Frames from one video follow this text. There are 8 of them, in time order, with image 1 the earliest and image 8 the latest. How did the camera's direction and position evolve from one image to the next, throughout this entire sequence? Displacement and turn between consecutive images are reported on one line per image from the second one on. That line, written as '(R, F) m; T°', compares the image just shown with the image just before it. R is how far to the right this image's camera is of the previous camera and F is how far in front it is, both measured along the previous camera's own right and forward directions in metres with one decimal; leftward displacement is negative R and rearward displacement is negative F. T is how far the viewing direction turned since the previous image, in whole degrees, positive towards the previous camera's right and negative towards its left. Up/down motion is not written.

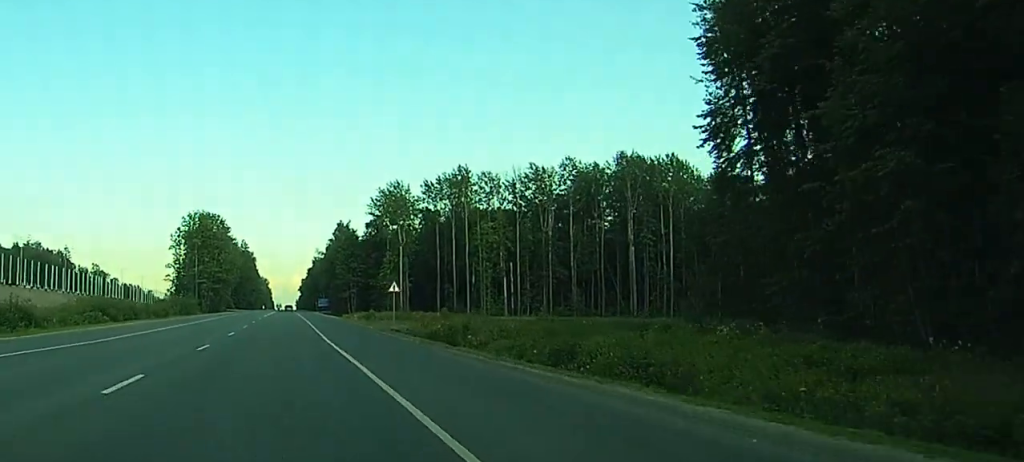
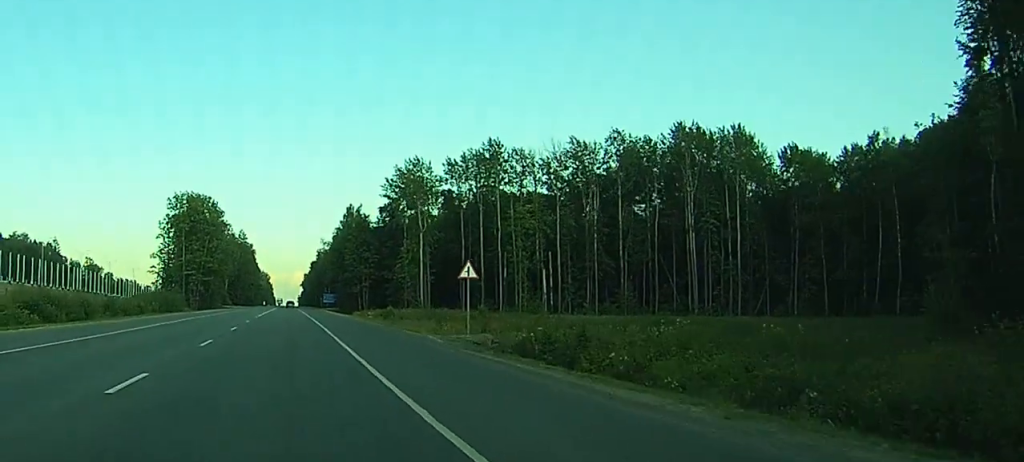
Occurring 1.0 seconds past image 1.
(-0.1, +24.8) m; 0°
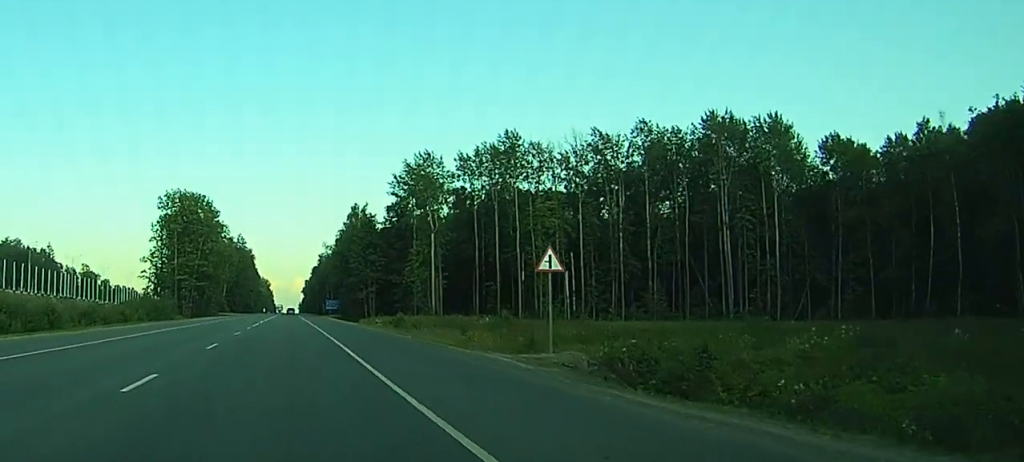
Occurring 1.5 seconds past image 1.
(0.0, +11.6) m; +1°
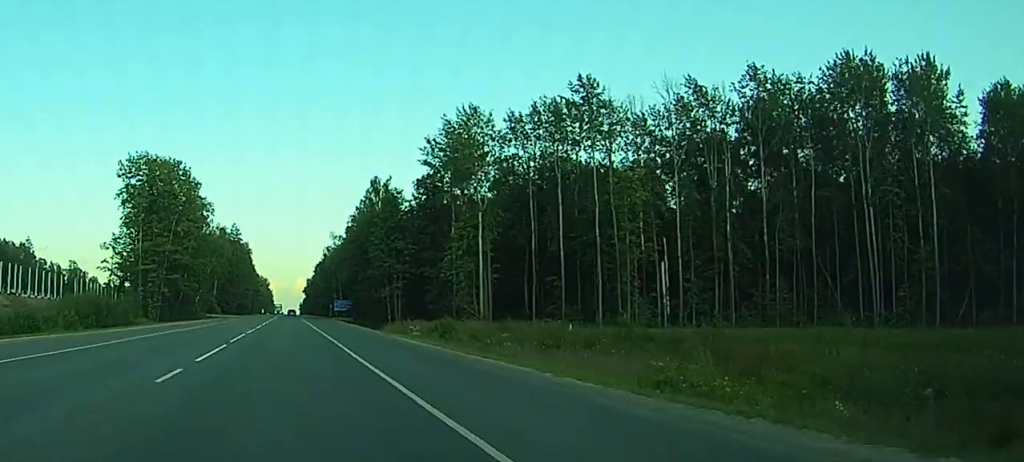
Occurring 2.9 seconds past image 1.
(+0.5, +35.1) m; +1°
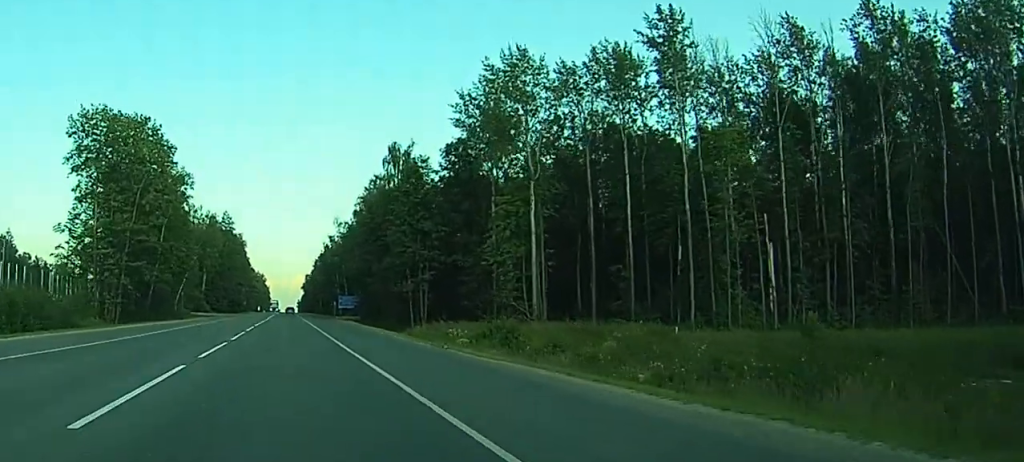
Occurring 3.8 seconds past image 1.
(+0.1, +24.9) m; +1°
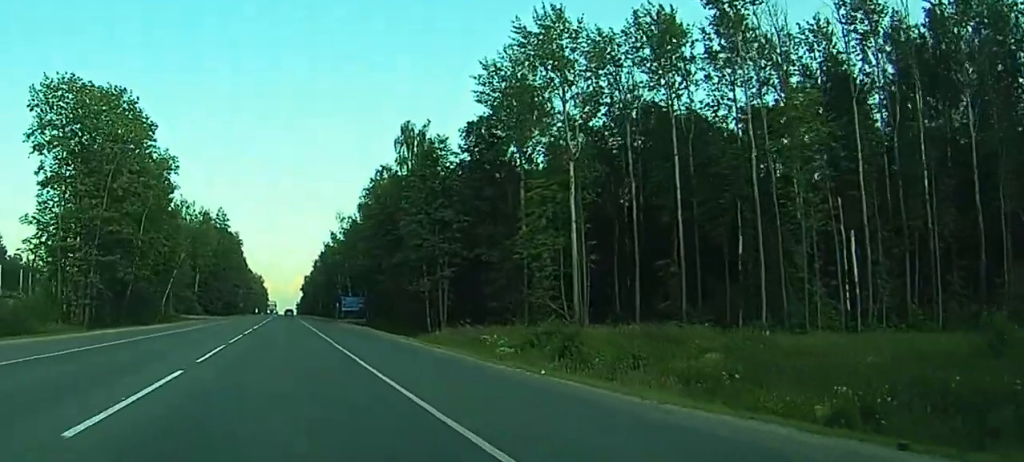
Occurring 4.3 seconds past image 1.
(+0.1, +13.2) m; 0°
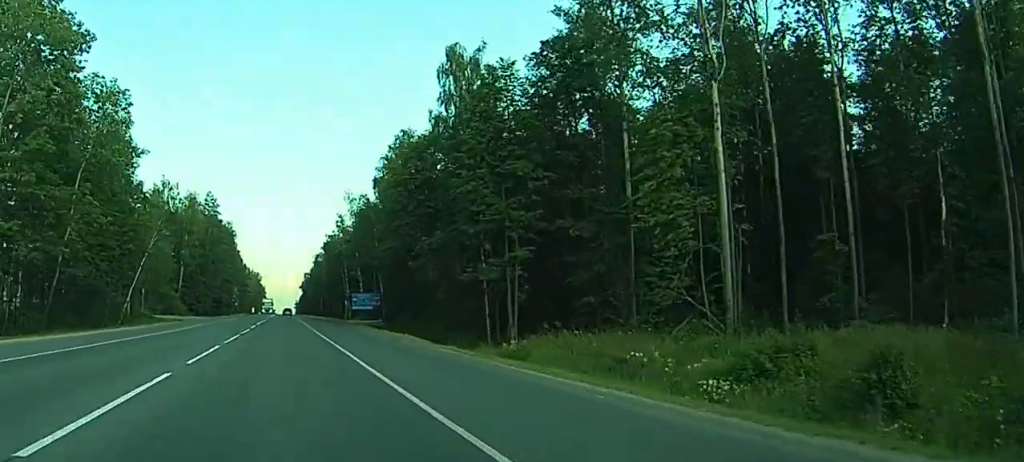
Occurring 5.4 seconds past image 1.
(+0.2, +27.5) m; 0°
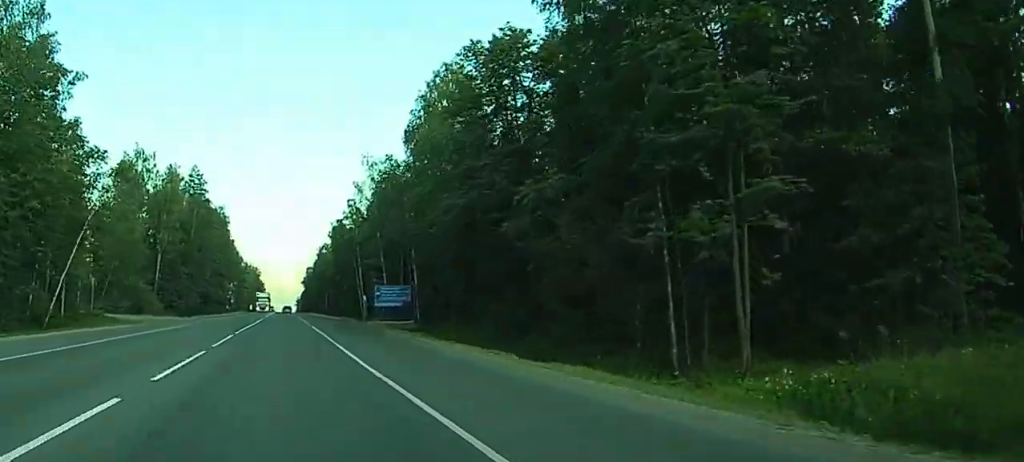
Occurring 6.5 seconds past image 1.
(0.0, +31.2) m; 0°
